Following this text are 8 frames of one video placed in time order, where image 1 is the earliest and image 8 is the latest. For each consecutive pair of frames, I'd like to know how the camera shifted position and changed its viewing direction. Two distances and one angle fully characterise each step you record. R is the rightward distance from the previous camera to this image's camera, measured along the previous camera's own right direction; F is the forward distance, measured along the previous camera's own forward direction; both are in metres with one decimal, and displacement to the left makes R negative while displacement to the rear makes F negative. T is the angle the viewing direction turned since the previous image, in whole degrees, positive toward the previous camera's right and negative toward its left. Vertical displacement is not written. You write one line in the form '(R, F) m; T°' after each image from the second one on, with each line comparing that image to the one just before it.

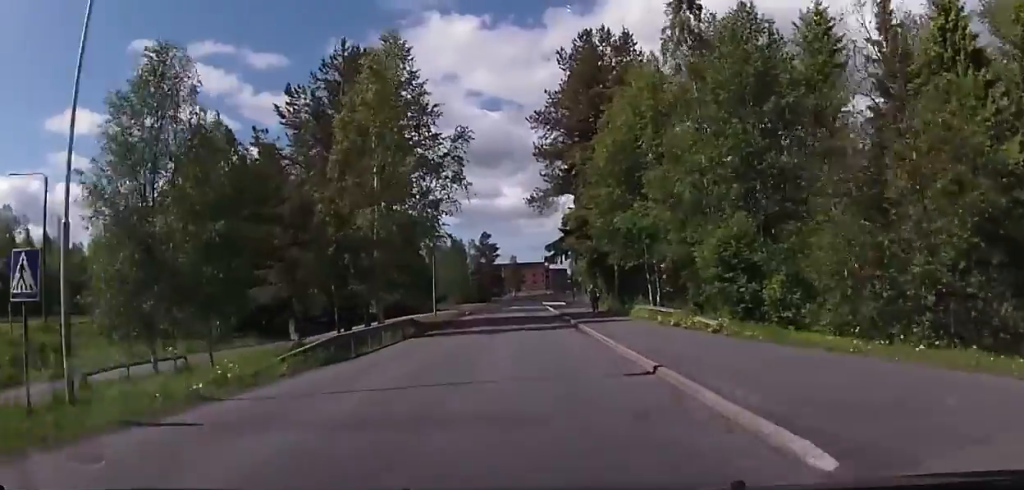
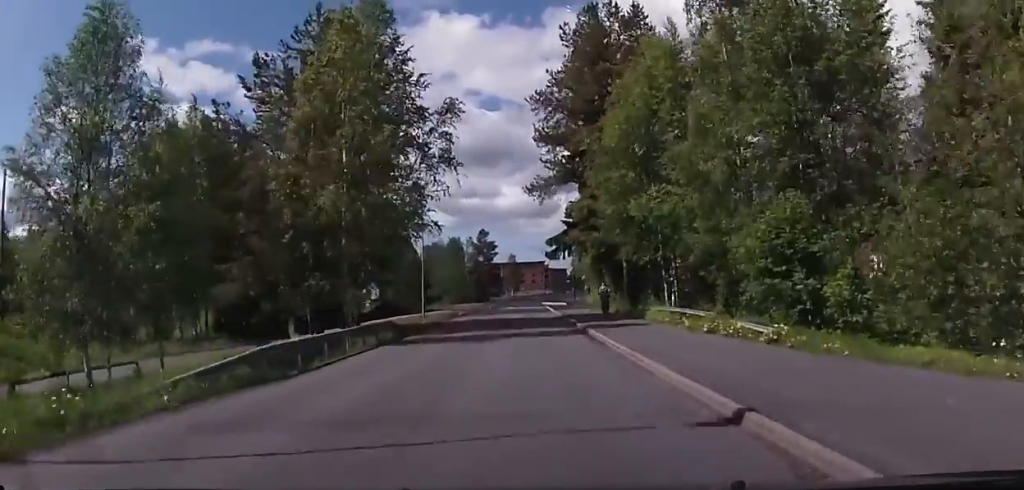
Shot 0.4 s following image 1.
(+0.2, +4.4) m; +2°
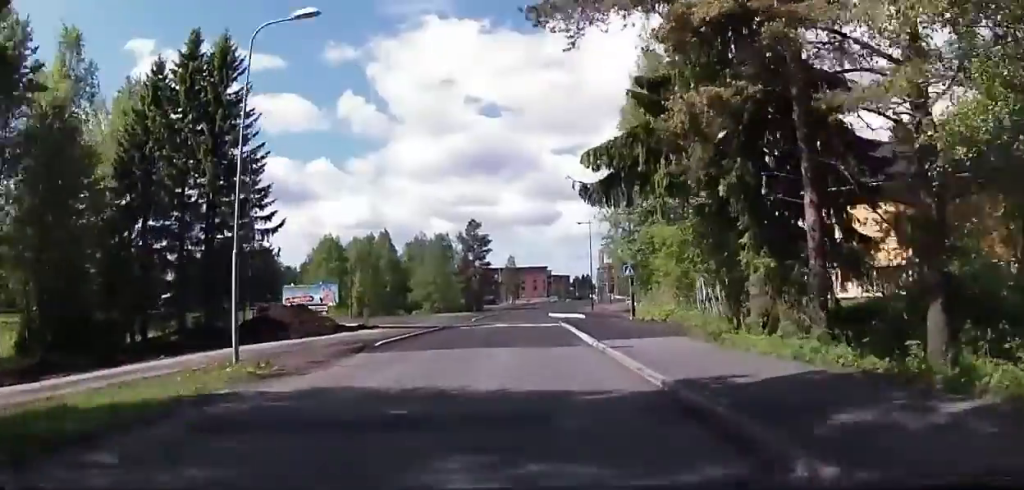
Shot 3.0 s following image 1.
(+0.6, +27.2) m; +1°
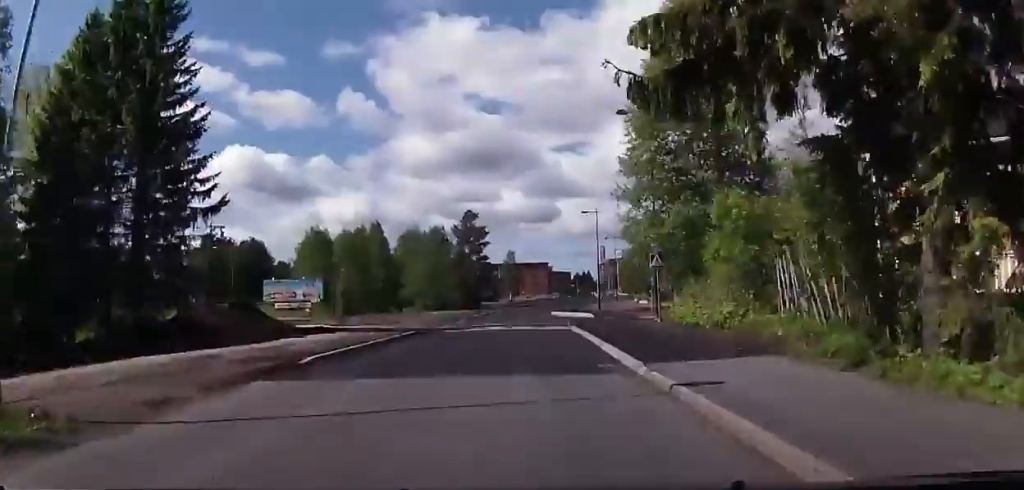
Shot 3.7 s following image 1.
(0.0, +7.8) m; 0°
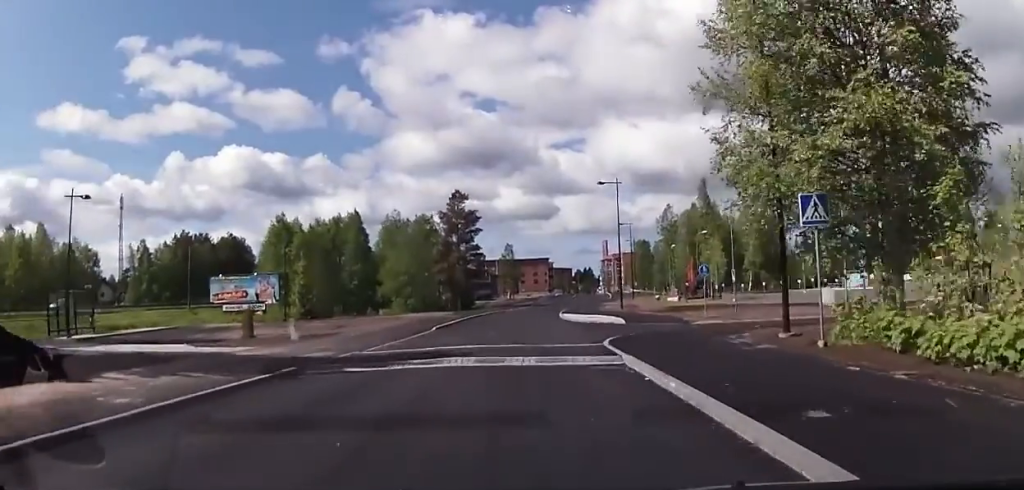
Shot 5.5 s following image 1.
(+0.6, +16.7) m; +3°
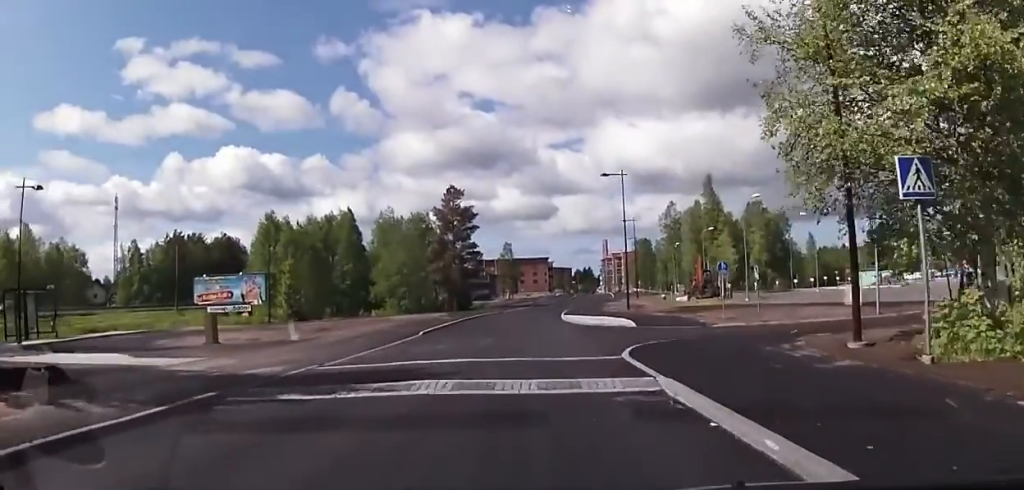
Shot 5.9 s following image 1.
(0.0, +4.0) m; -1°
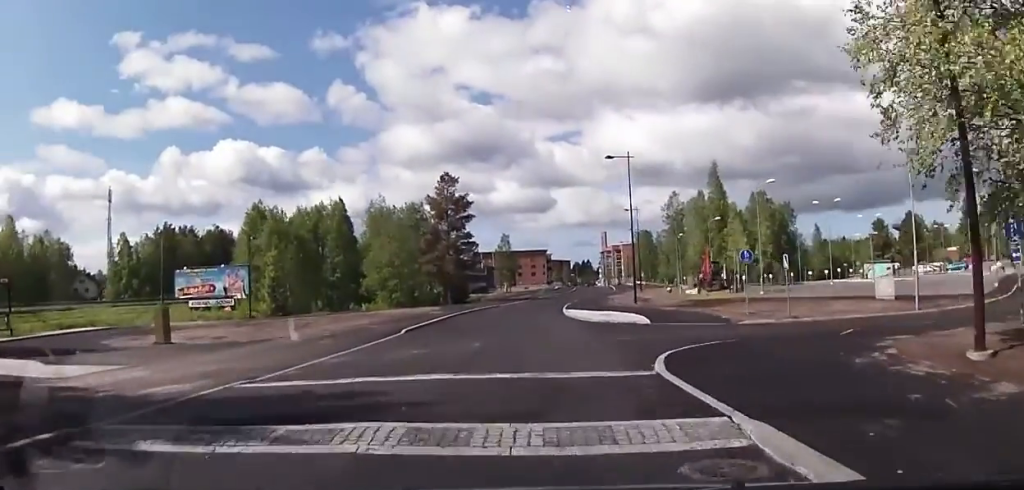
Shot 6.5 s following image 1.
(-0.2, +4.5) m; -3°
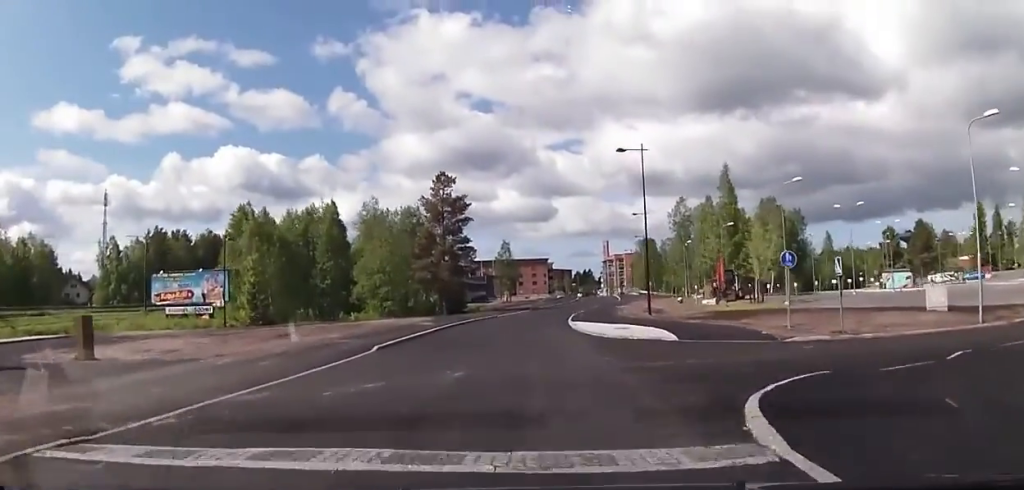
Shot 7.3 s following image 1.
(-0.2, +6.0) m; -2°
